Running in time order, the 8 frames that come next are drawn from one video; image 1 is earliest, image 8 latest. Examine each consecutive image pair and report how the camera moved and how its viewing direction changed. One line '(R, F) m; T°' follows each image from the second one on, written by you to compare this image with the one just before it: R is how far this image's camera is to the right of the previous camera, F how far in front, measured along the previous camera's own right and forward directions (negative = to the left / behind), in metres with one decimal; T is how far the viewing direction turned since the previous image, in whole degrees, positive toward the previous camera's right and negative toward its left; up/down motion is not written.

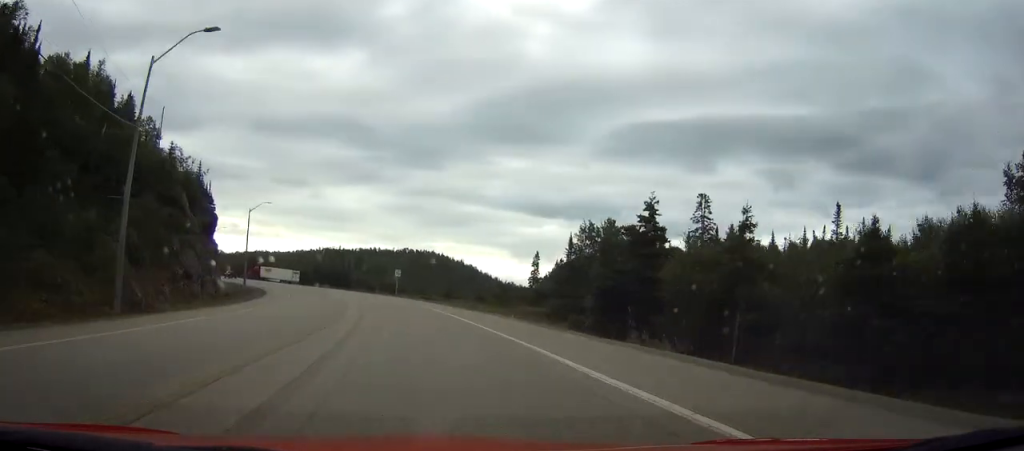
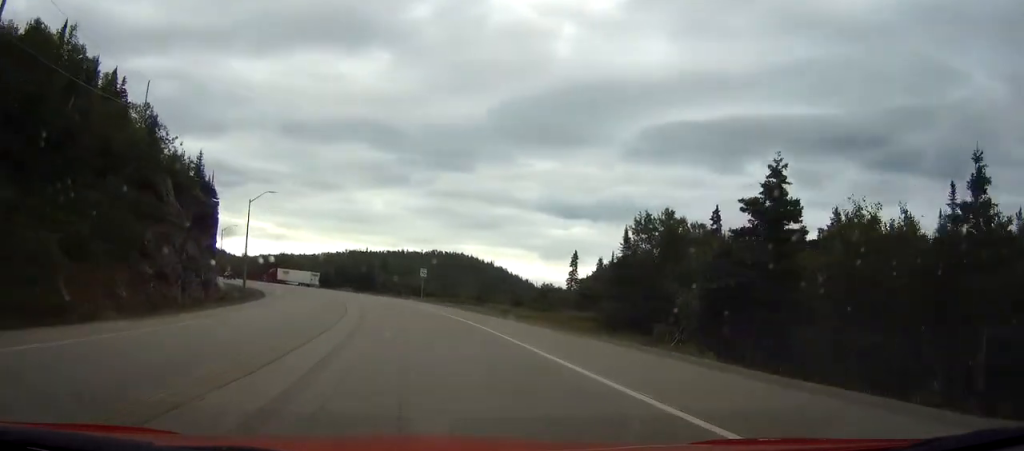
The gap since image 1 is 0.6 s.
(-0.2, +12.9) m; -3°
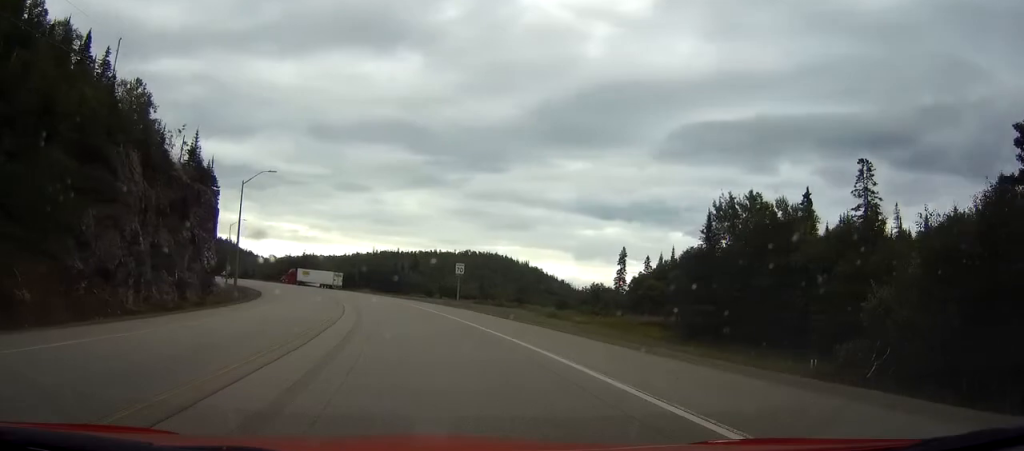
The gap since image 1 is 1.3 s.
(-0.5, +14.9) m; -3°
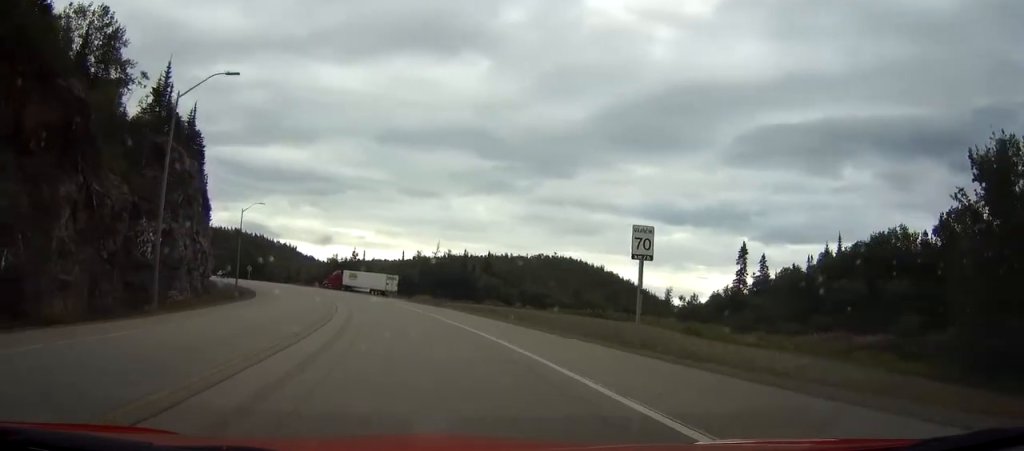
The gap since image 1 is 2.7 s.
(-1.4, +30.4) m; -6°
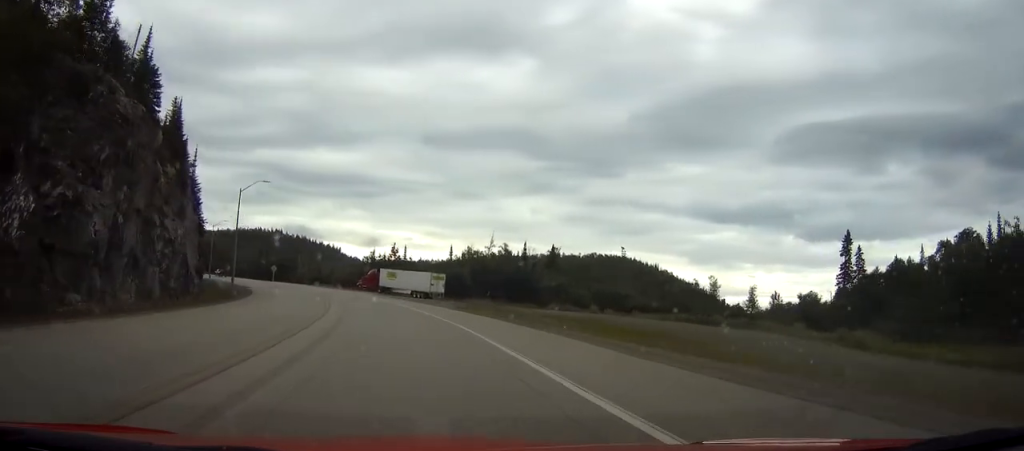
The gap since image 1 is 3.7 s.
(-1.0, +21.2) m; -4°
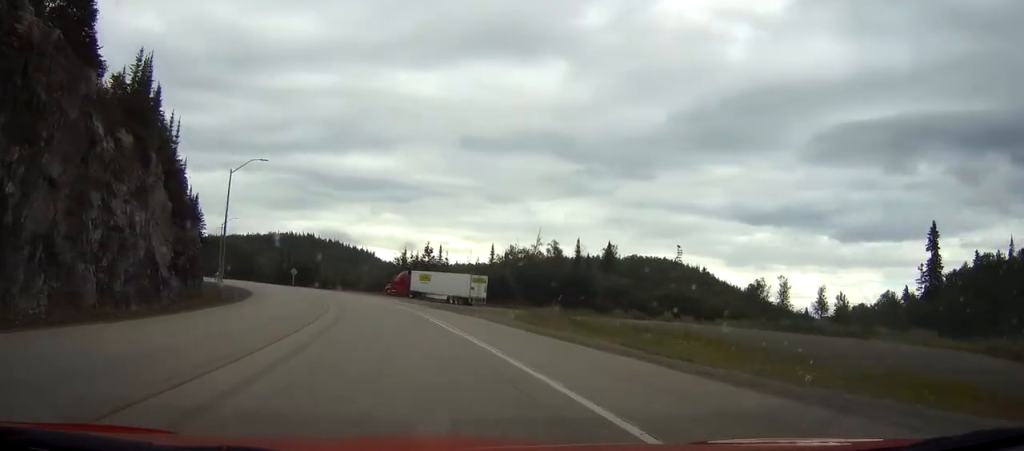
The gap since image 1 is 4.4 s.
(-0.3, +14.8) m; -3°
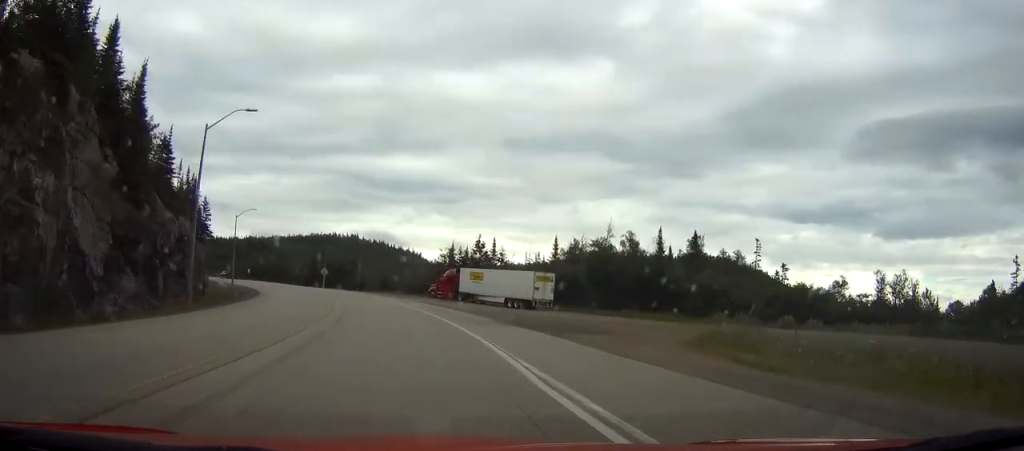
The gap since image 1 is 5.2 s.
(-0.6, +16.9) m; -4°
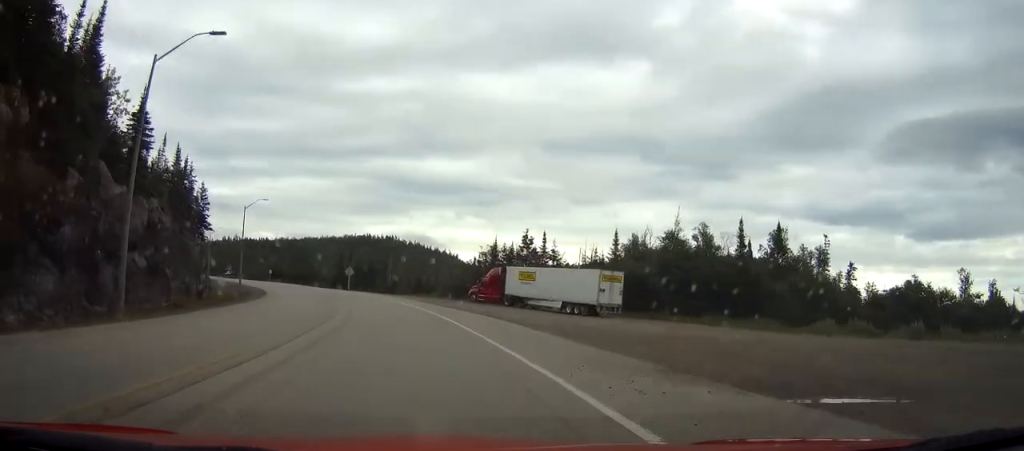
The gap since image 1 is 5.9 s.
(-0.3, +13.4) m; -3°
